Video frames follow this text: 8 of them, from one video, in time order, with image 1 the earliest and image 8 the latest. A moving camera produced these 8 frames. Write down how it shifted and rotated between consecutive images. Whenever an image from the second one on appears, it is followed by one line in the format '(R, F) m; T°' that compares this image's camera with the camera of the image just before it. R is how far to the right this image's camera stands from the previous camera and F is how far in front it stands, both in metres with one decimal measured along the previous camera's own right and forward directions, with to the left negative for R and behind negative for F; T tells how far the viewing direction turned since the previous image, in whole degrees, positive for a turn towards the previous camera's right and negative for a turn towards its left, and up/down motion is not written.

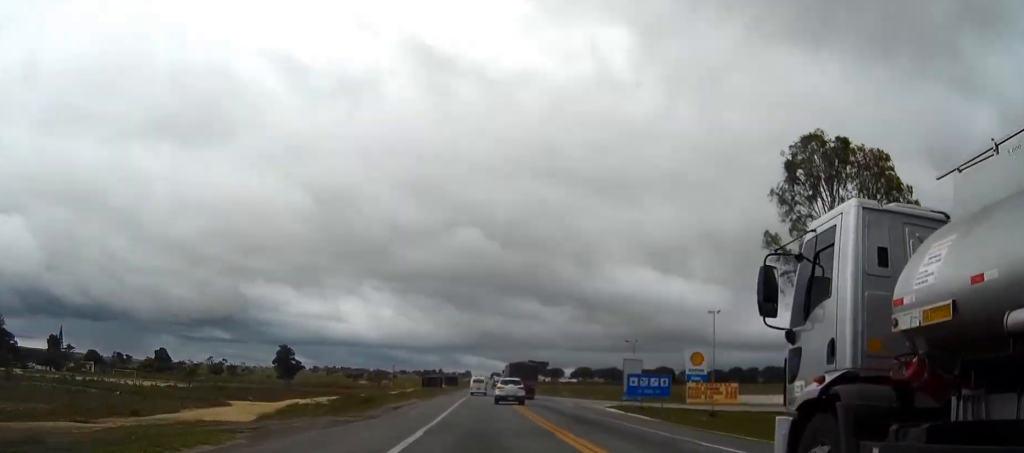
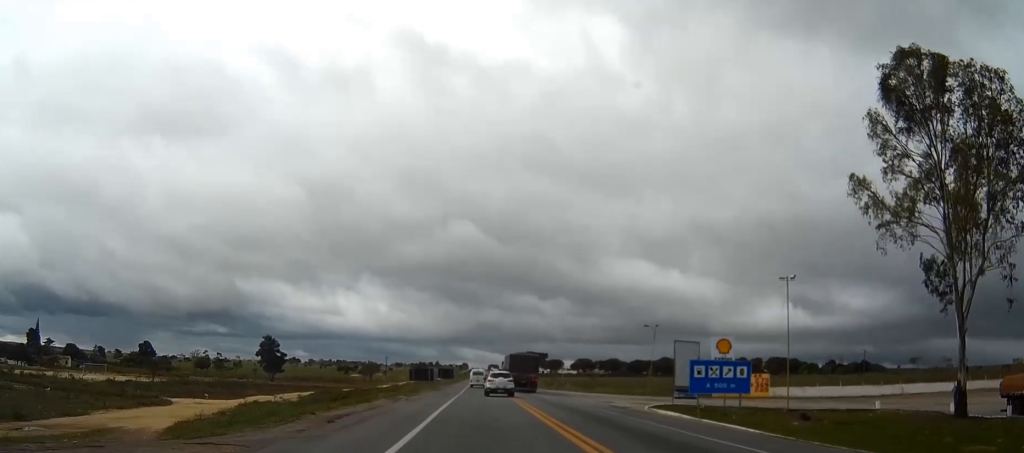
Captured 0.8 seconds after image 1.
(+0.2, +15.4) m; +1°
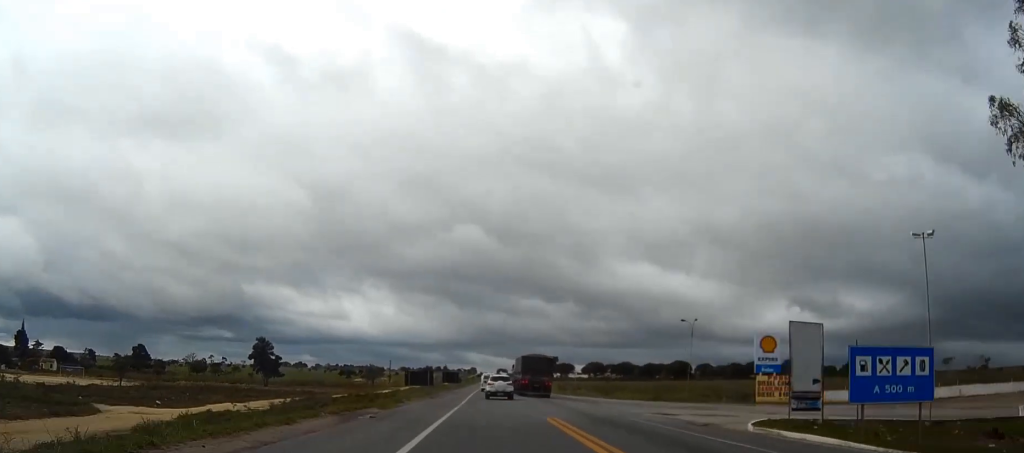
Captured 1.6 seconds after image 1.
(+0.1, +14.9) m; 0°
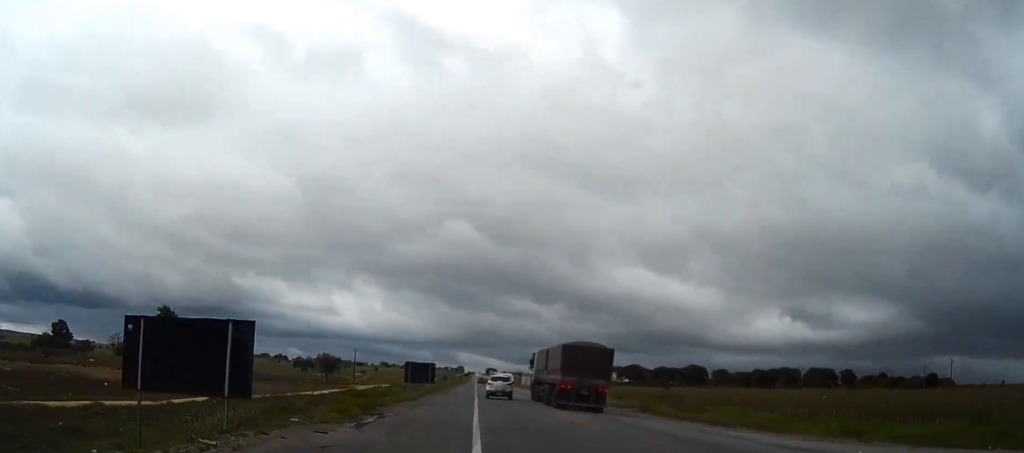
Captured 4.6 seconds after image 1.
(-0.9, +65.0) m; 0°
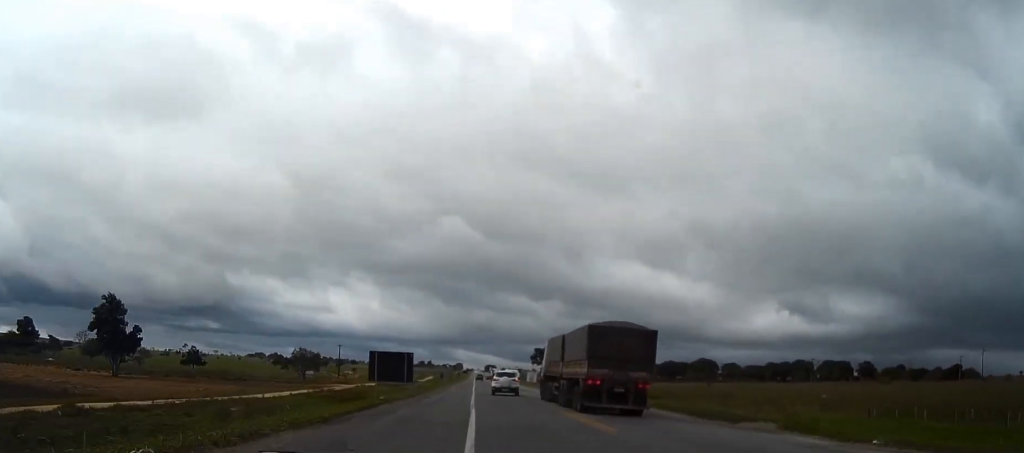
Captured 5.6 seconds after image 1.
(+0.2, +24.3) m; +1°
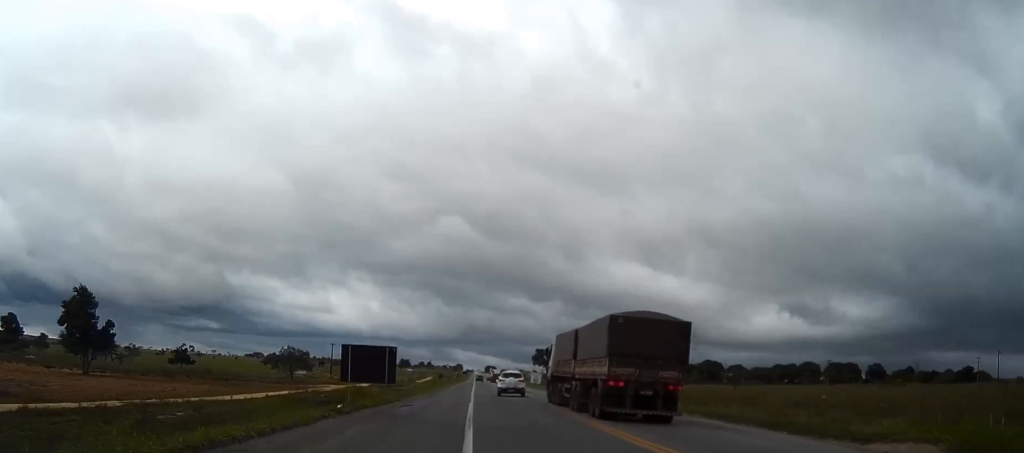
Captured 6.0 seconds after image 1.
(+0.1, +10.9) m; 0°
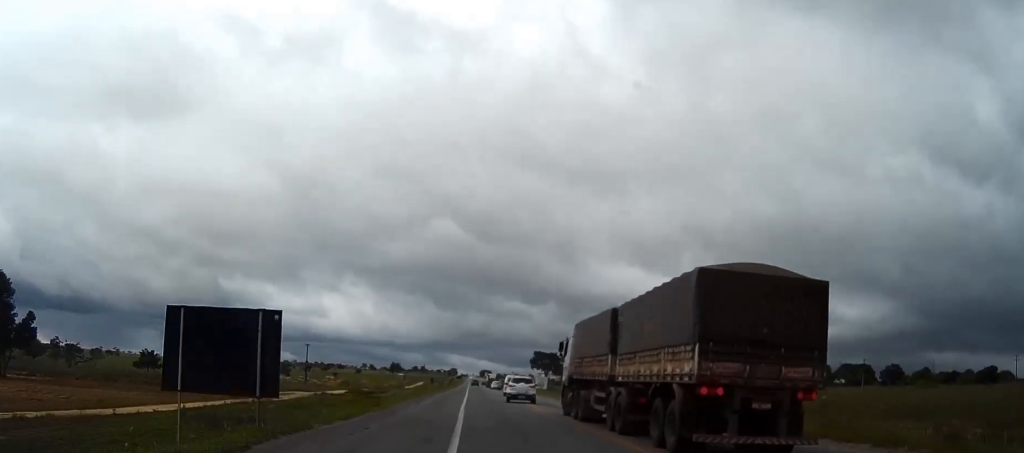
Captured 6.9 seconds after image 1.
(0.0, +23.9) m; 0°
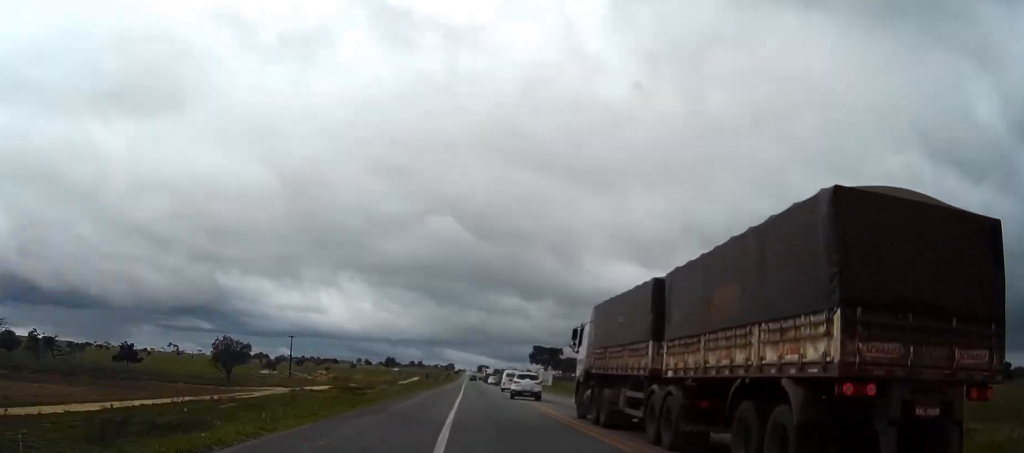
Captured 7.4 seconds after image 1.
(0.0, +13.0) m; 0°
